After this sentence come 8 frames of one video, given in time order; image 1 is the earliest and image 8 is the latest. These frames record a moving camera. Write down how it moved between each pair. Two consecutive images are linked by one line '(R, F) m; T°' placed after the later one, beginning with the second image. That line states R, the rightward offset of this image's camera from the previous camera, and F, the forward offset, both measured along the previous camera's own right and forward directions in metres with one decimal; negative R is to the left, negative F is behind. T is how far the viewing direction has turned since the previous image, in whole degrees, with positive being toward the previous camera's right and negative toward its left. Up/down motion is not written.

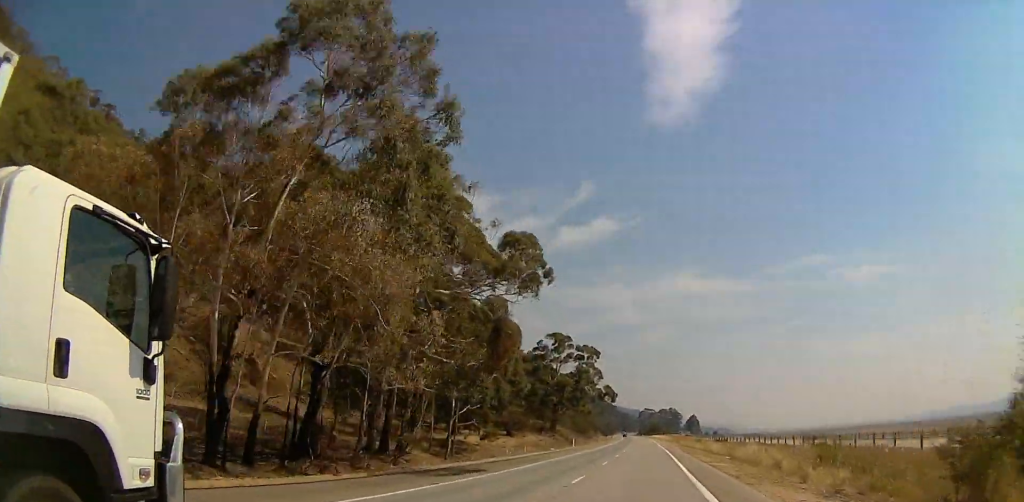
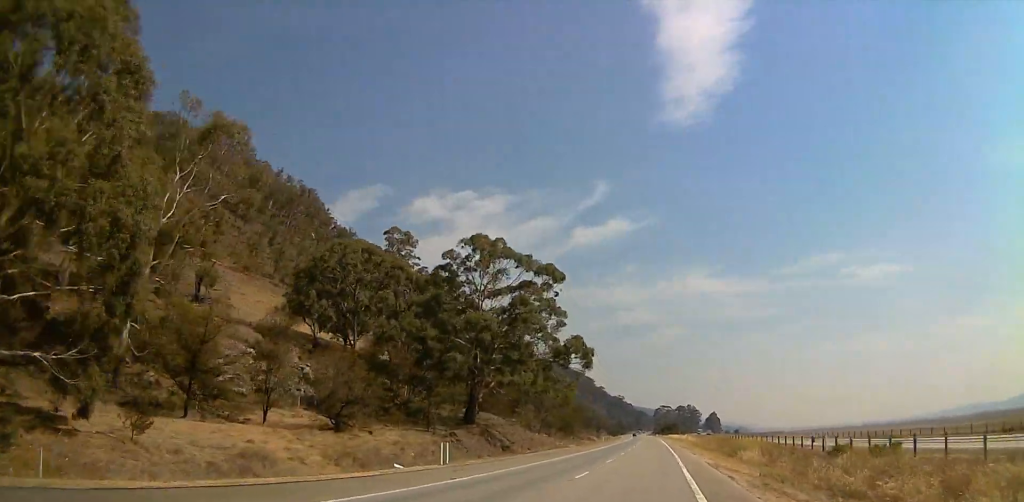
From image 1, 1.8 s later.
(-0.4, +57.4) m; -2°
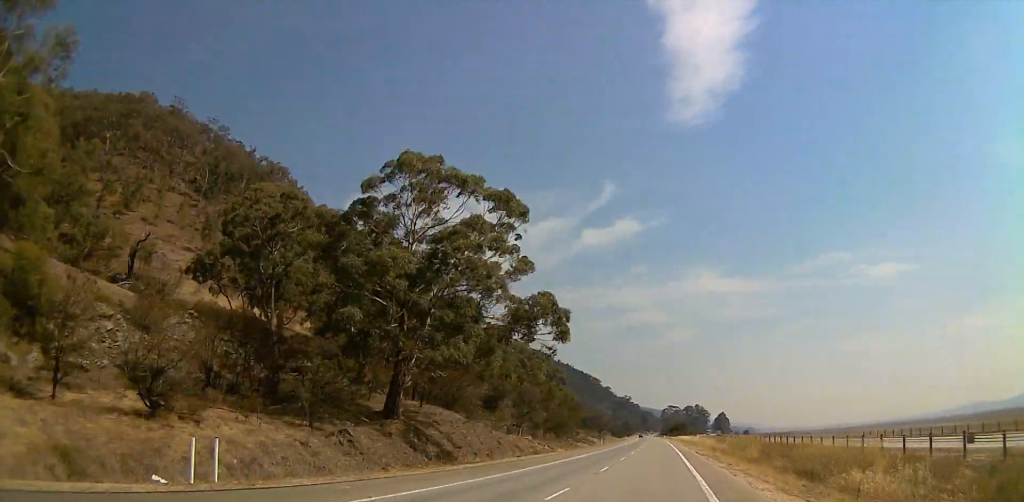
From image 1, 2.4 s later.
(-0.2, +18.0) m; -1°
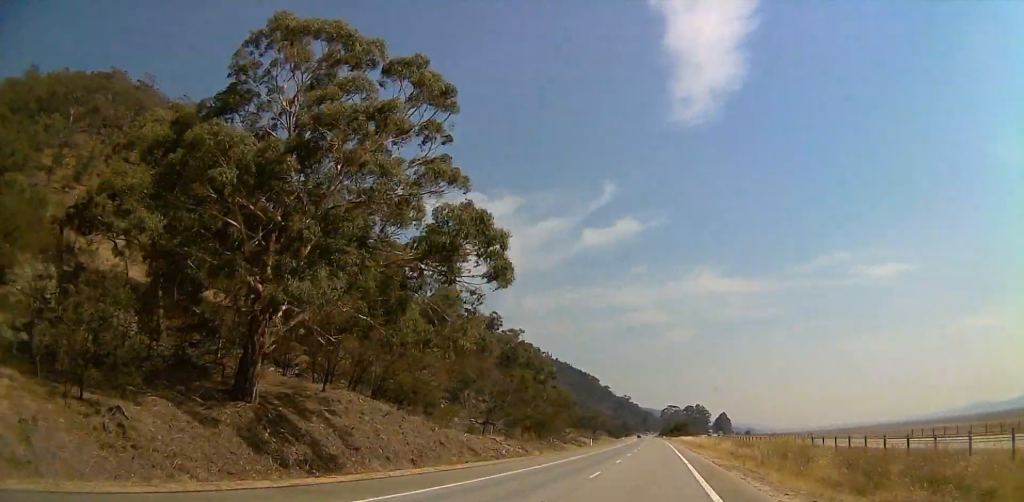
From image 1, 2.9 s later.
(-0.1, +15.0) m; 0°
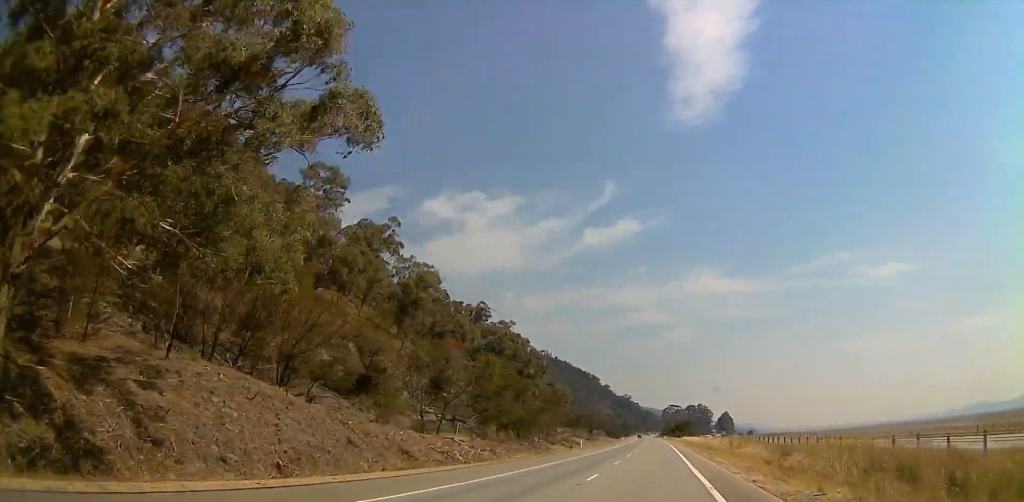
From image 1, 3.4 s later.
(-0.1, +13.1) m; 0°
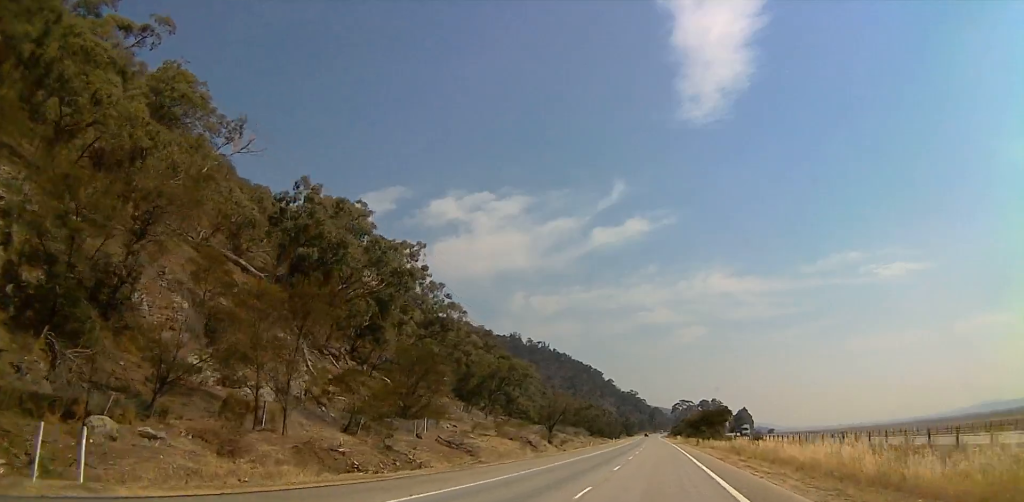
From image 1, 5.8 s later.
(+1.3, +78.1) m; +1°
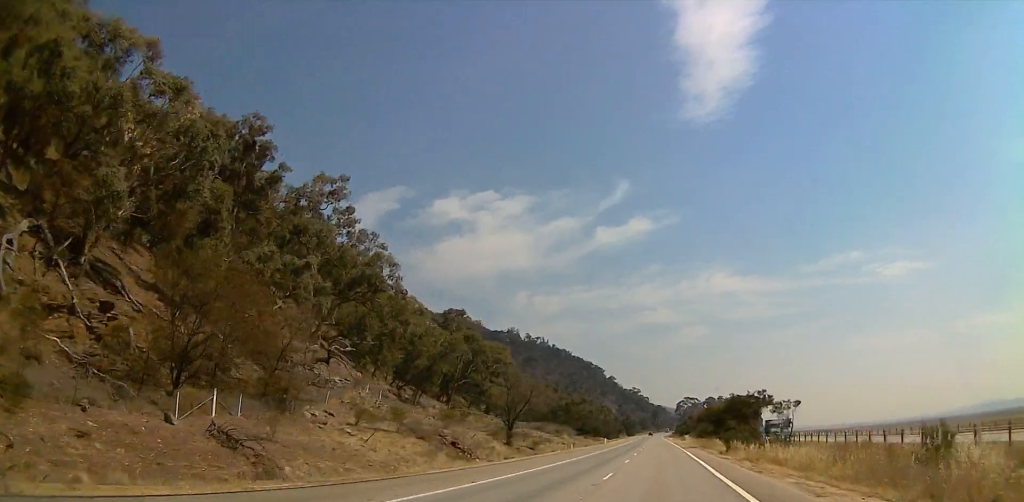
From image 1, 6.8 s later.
(-0.5, +31.9) m; -2°
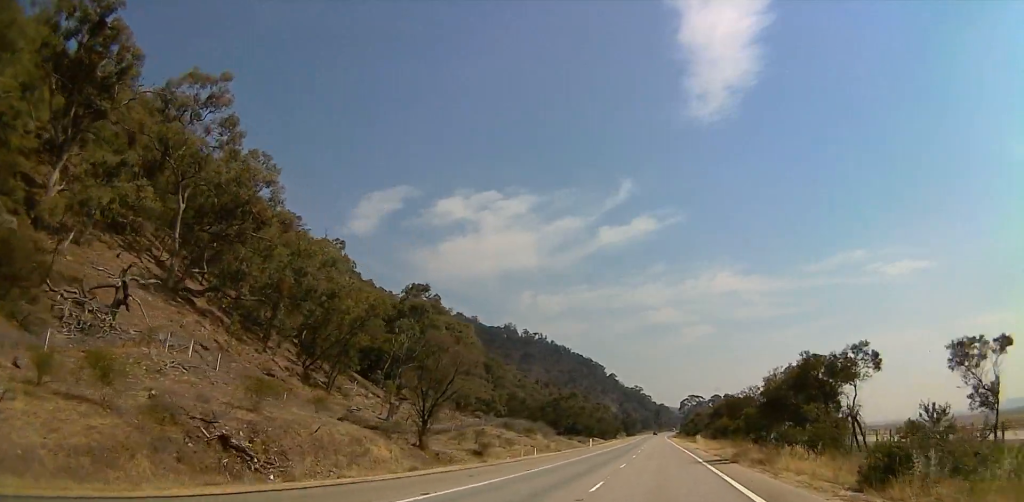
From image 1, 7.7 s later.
(-0.4, +31.9) m; -1°
